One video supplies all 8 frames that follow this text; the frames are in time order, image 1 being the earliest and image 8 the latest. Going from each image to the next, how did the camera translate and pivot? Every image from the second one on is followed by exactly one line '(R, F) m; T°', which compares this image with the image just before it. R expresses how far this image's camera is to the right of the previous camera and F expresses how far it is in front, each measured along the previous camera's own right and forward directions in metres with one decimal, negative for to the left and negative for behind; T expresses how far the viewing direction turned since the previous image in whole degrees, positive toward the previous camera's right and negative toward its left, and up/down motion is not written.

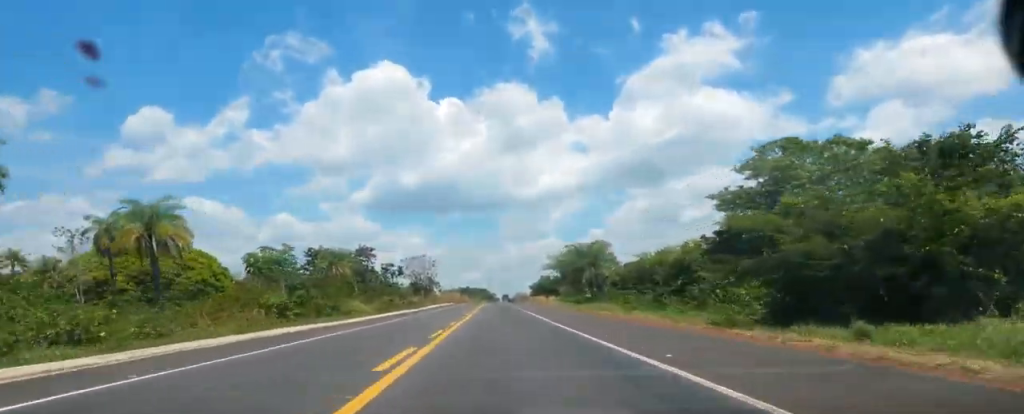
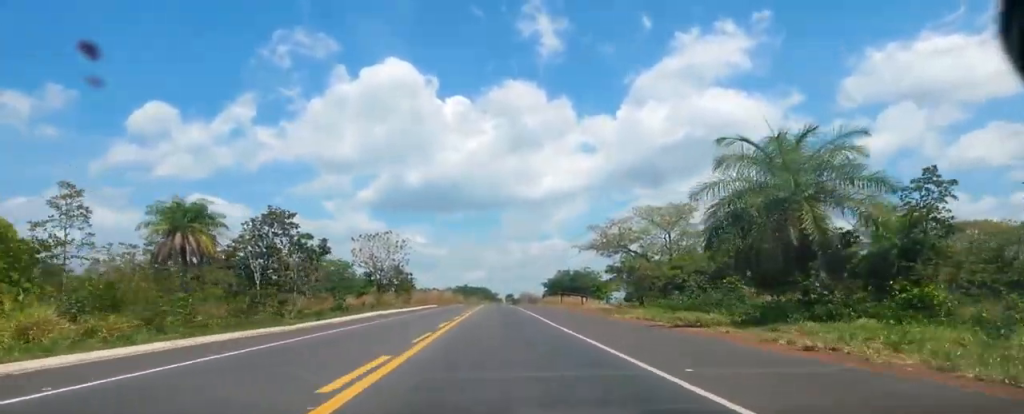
(-0.1, +41.7) m; 0°
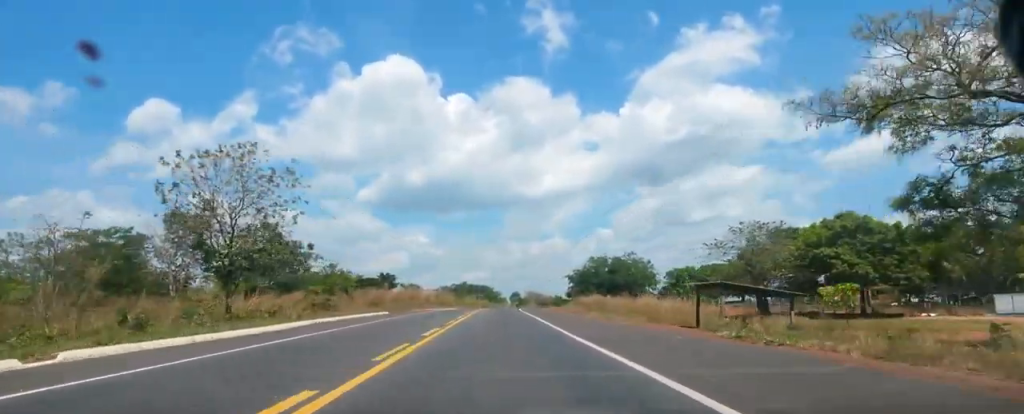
(-0.8, +48.6) m; -2°
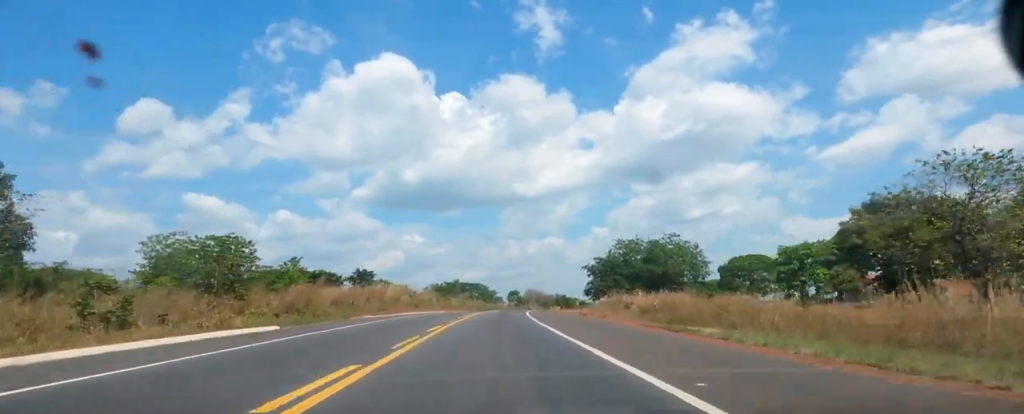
(-0.3, +28.4) m; 0°
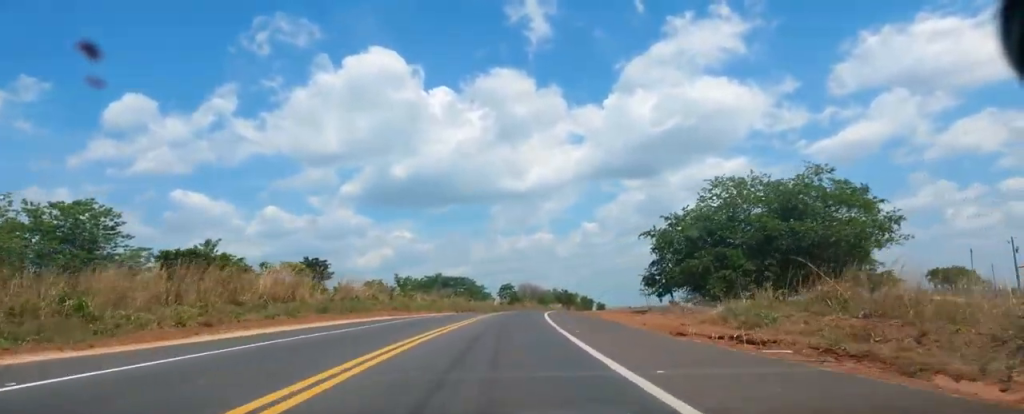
(+0.1, +38.9) m; 0°
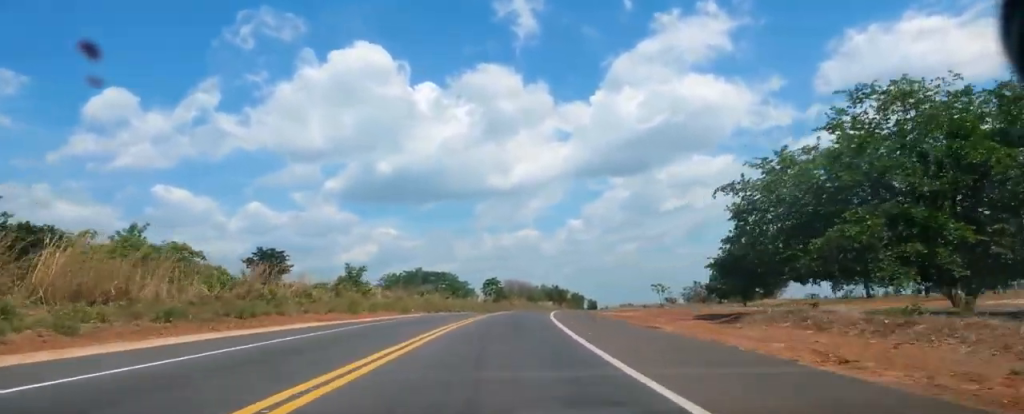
(0.0, +17.7) m; +1°
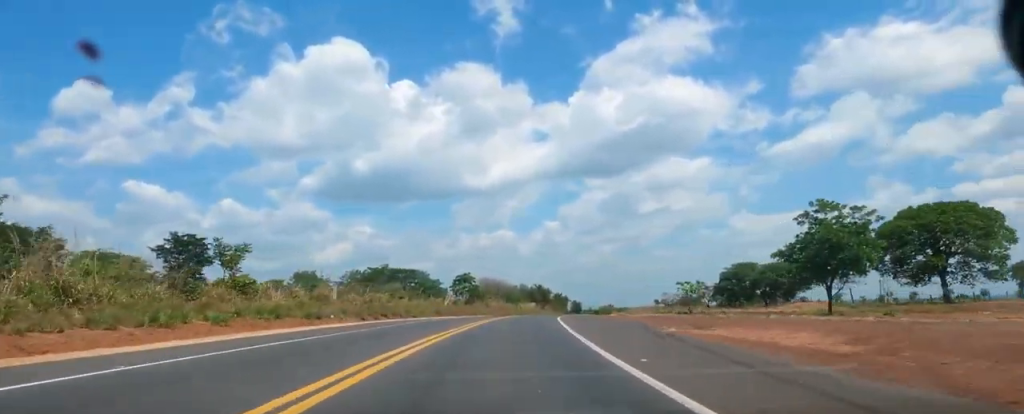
(-0.1, +22.8) m; +3°
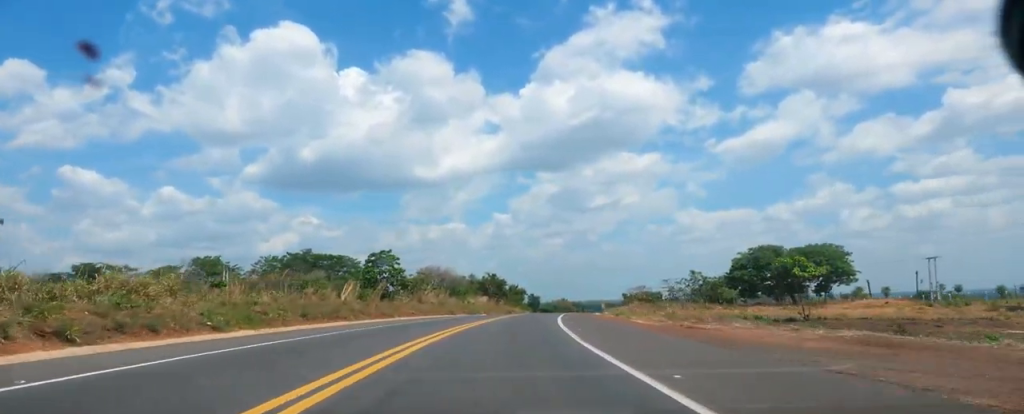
(+1.8, +33.5) m; +3°
